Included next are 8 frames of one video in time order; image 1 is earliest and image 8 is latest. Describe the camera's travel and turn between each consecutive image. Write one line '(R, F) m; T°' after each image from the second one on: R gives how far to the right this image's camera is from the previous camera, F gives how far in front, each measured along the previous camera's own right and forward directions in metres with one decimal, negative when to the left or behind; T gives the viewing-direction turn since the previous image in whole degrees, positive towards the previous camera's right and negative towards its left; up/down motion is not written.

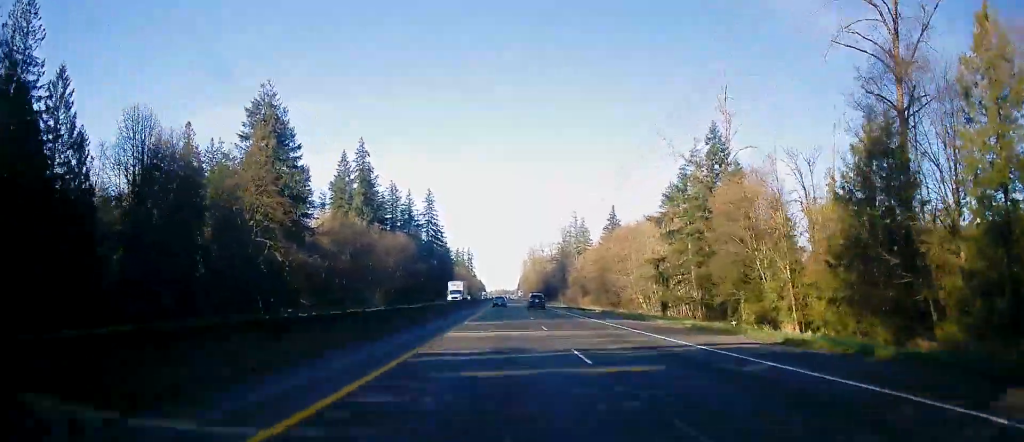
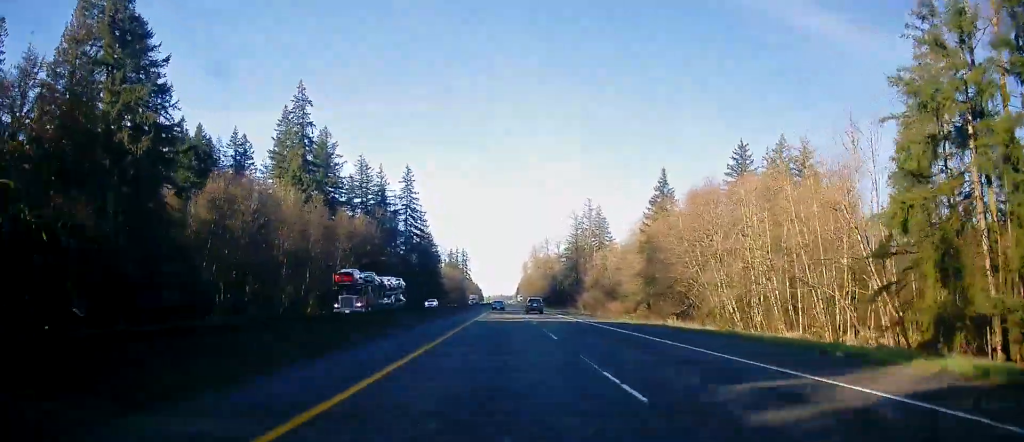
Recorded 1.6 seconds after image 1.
(-0.5, +53.0) m; 0°
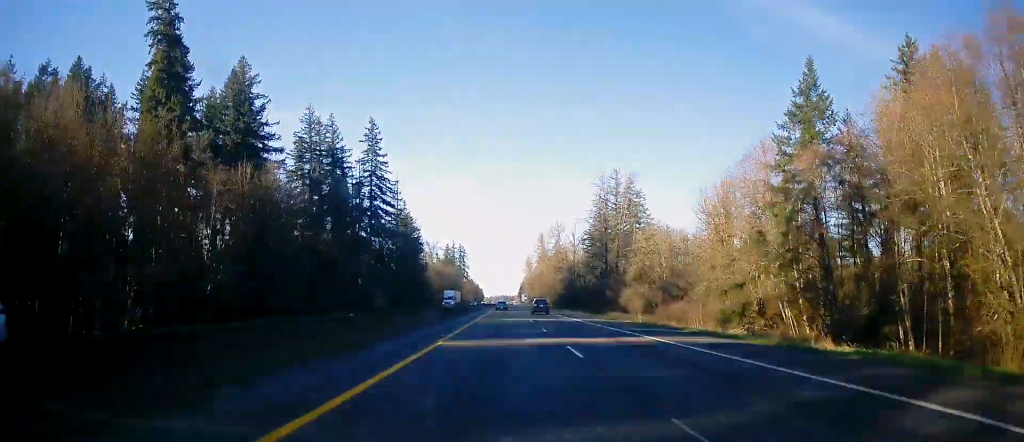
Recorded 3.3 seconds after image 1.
(+0.6, +55.1) m; +1°
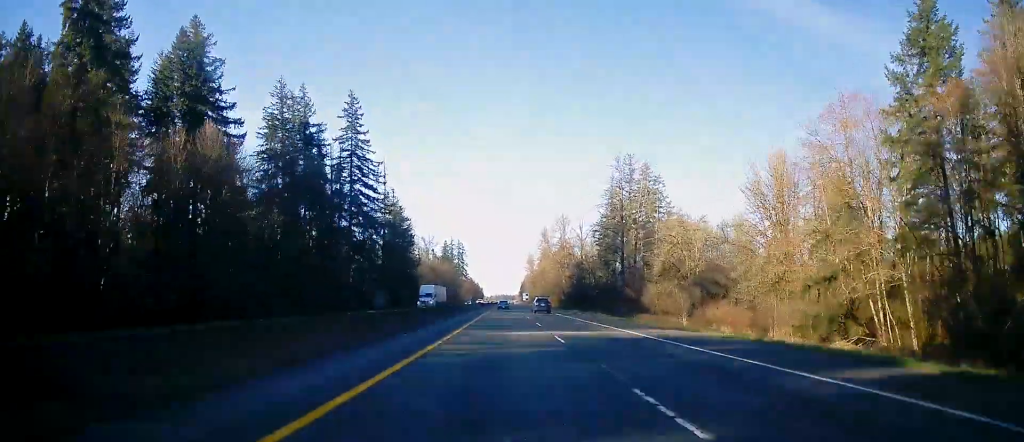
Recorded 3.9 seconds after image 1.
(-0.1, +19.9) m; 0°
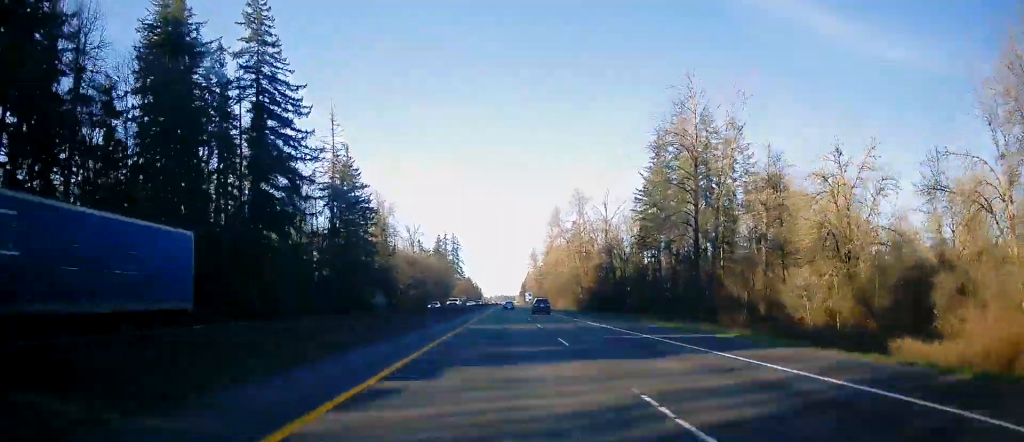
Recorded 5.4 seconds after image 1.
(-0.4, +49.7) m; 0°
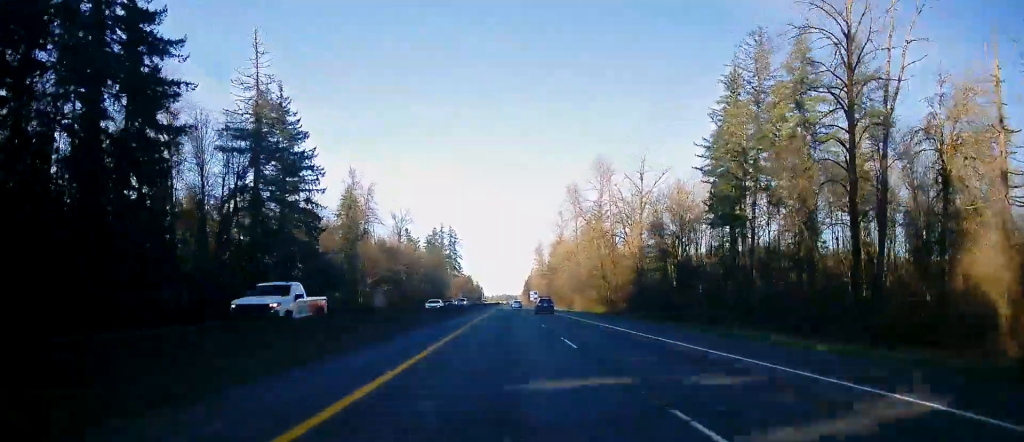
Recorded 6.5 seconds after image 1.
(+0.2, +37.5) m; +1°
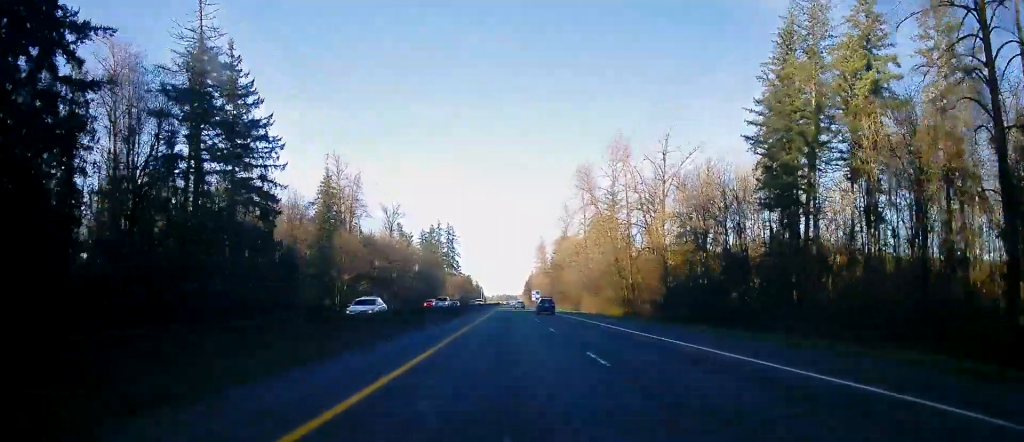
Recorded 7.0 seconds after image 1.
(0.0, +16.5) m; 0°
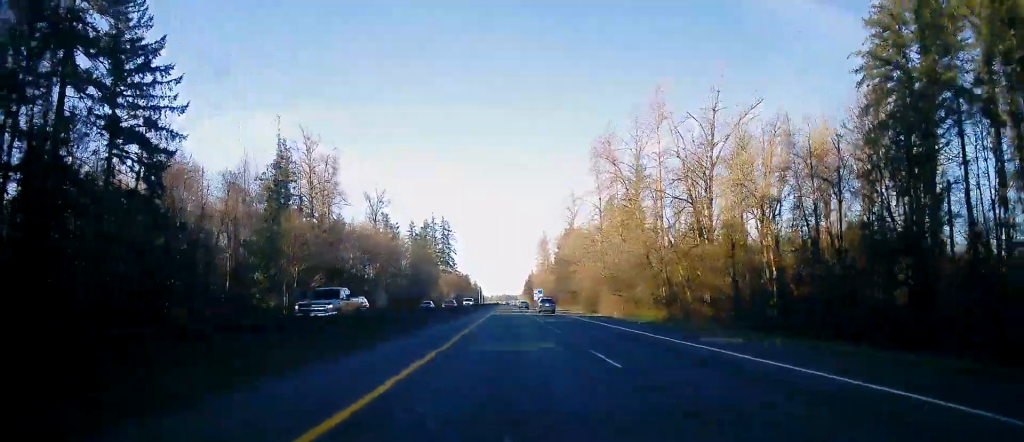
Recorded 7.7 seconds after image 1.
(0.0, +24.2) m; 0°
